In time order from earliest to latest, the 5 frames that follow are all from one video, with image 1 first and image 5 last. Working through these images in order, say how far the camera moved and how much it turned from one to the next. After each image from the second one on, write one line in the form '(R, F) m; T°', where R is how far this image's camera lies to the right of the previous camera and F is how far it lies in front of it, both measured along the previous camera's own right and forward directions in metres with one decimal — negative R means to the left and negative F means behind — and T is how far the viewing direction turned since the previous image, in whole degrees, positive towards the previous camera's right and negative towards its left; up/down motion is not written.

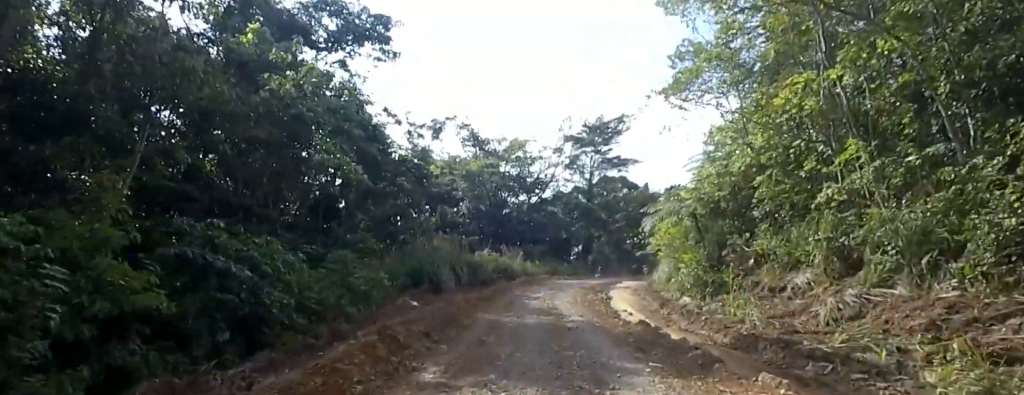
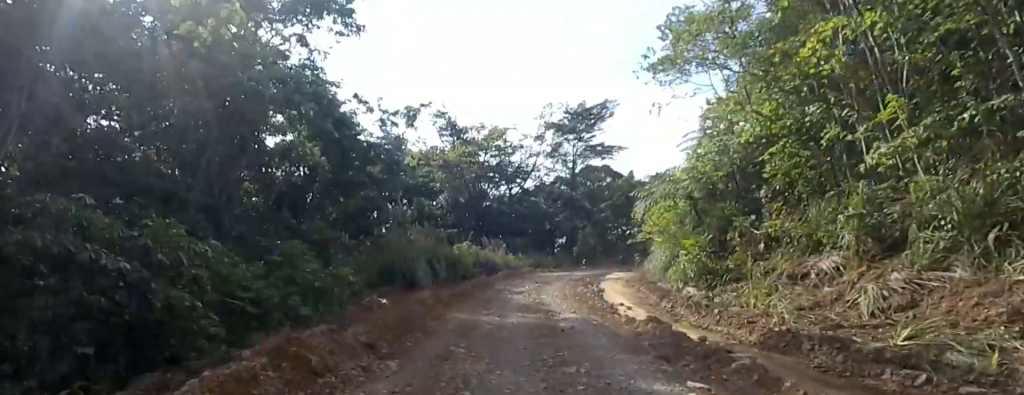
(0.0, +3.3) m; 0°
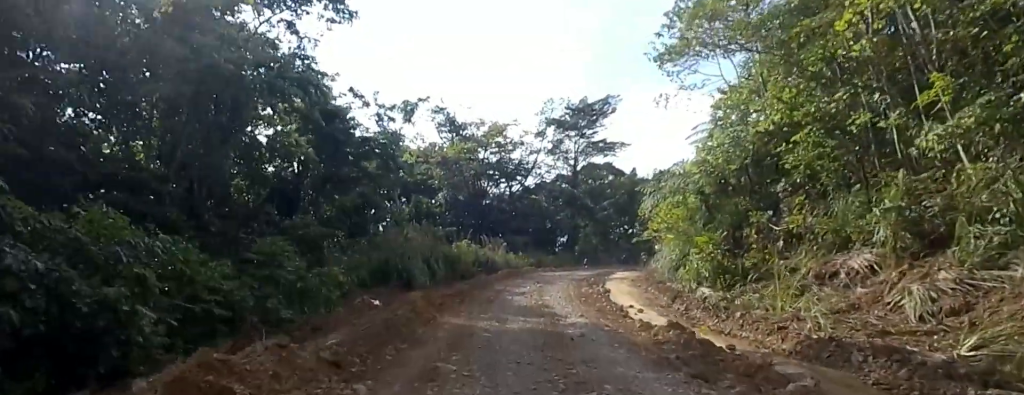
(0.0, +1.9) m; 0°
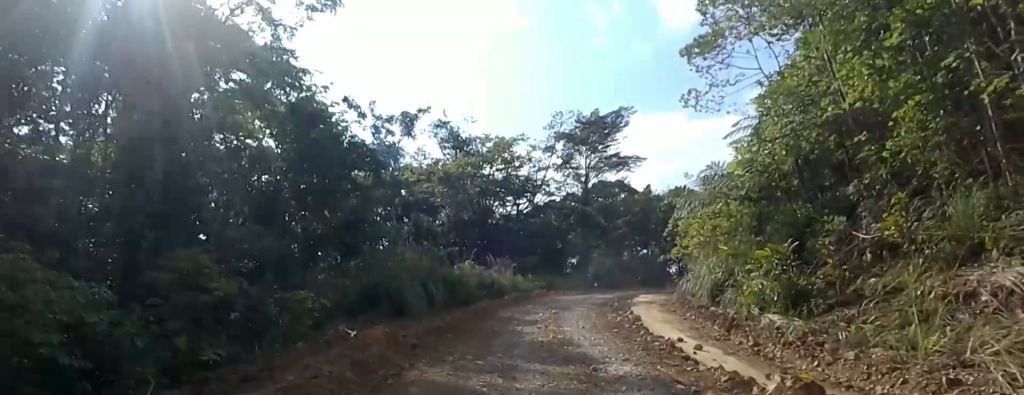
(0.0, +5.0) m; -6°
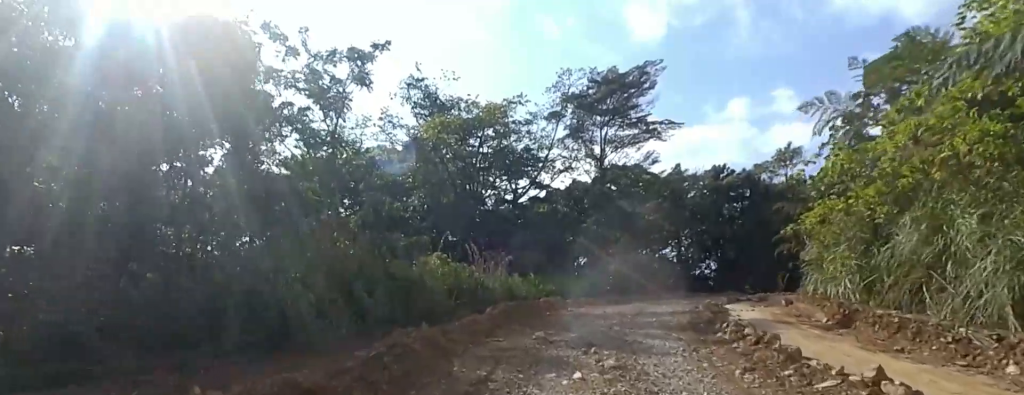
(+1.4, +13.4) m; +11°
